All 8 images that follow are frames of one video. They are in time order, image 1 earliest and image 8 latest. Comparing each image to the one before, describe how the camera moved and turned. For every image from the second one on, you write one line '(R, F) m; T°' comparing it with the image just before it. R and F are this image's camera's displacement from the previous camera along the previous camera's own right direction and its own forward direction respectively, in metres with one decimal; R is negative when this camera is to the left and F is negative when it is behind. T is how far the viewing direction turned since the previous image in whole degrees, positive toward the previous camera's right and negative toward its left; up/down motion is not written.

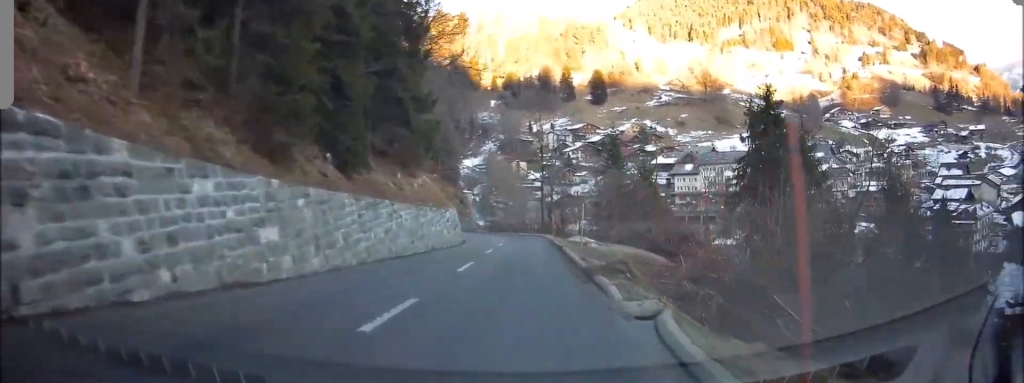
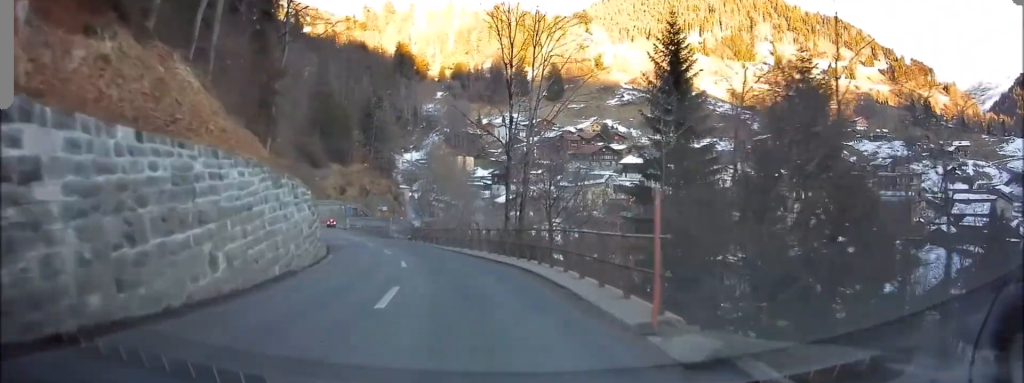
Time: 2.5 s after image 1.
(+7.6, +36.0) m; +13°
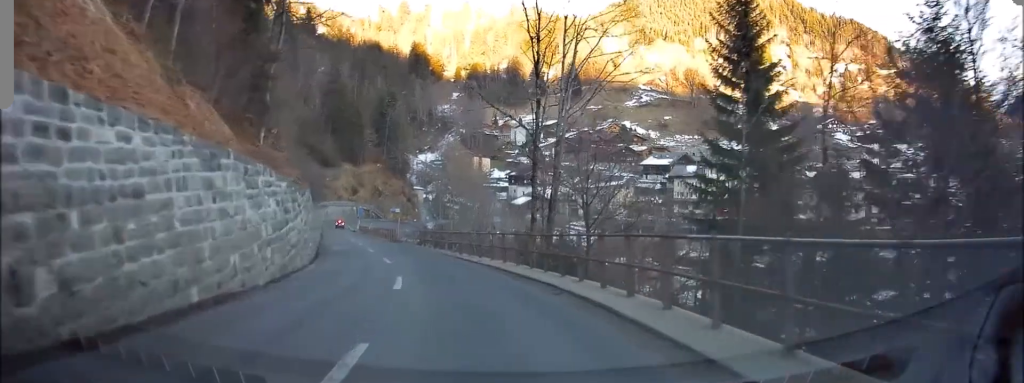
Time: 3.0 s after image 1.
(0.0, +6.4) m; -2°
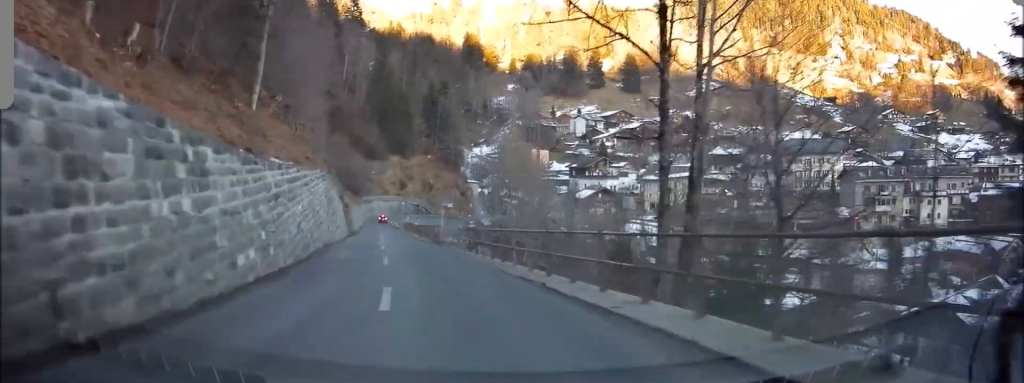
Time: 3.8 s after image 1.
(-0.8, +12.6) m; -5°
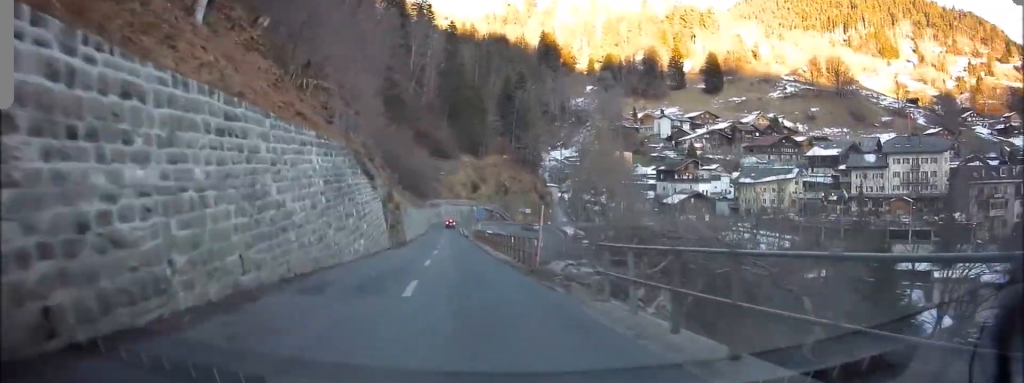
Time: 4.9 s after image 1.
(-0.5, +16.3) m; -5°
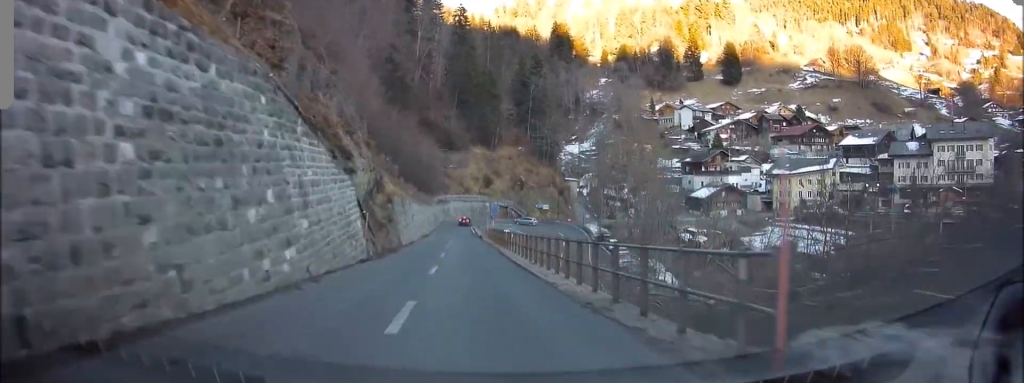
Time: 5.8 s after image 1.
(-0.8, +12.4) m; -1°
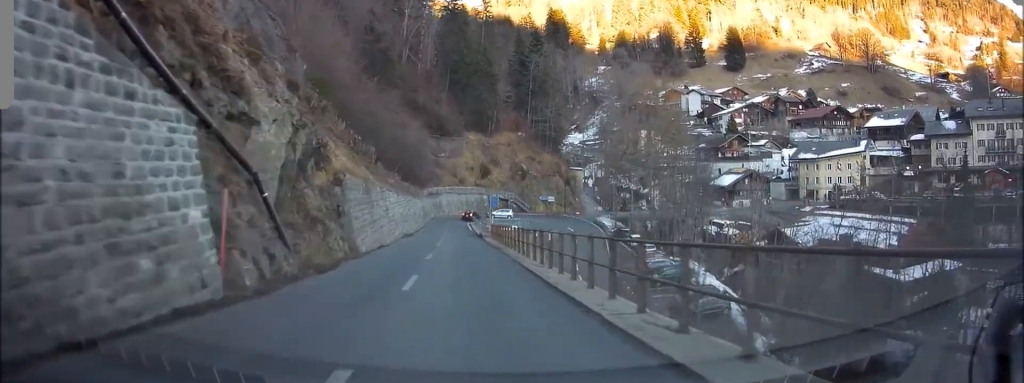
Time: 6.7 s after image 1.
(+0.4, +13.8) m; +1°
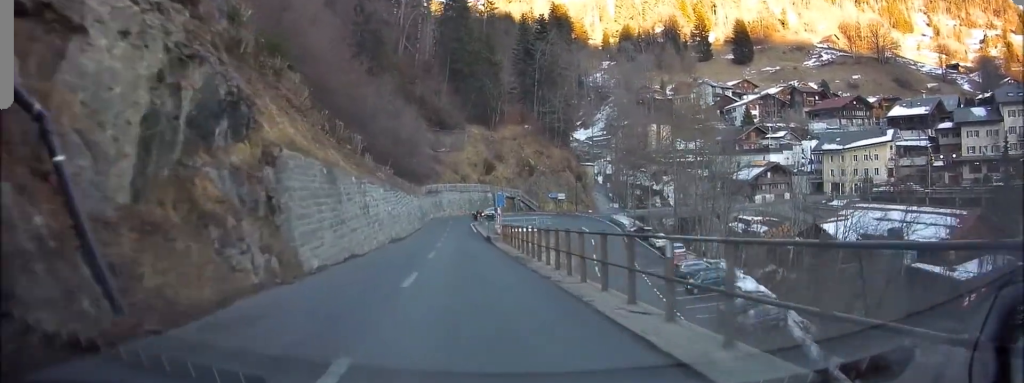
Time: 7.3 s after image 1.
(0.0, +8.6) m; 0°
